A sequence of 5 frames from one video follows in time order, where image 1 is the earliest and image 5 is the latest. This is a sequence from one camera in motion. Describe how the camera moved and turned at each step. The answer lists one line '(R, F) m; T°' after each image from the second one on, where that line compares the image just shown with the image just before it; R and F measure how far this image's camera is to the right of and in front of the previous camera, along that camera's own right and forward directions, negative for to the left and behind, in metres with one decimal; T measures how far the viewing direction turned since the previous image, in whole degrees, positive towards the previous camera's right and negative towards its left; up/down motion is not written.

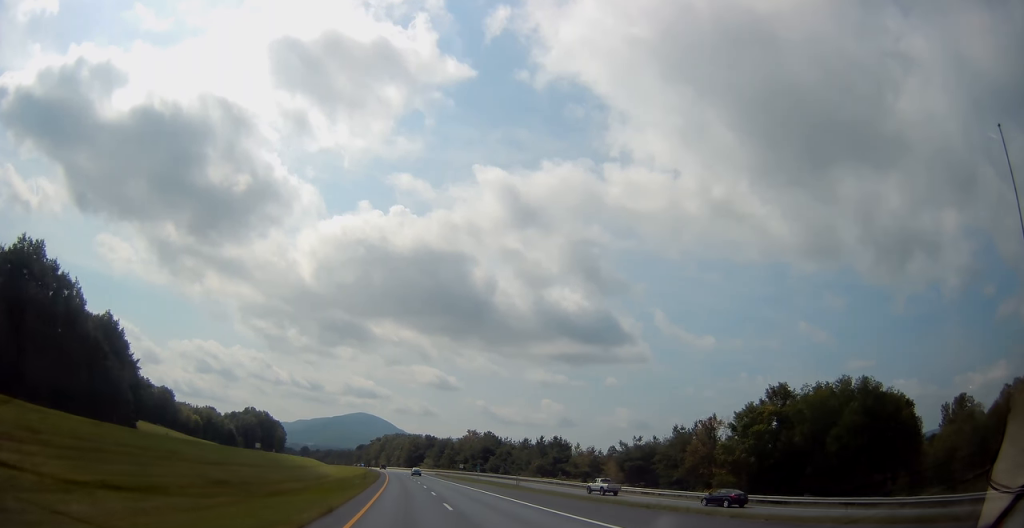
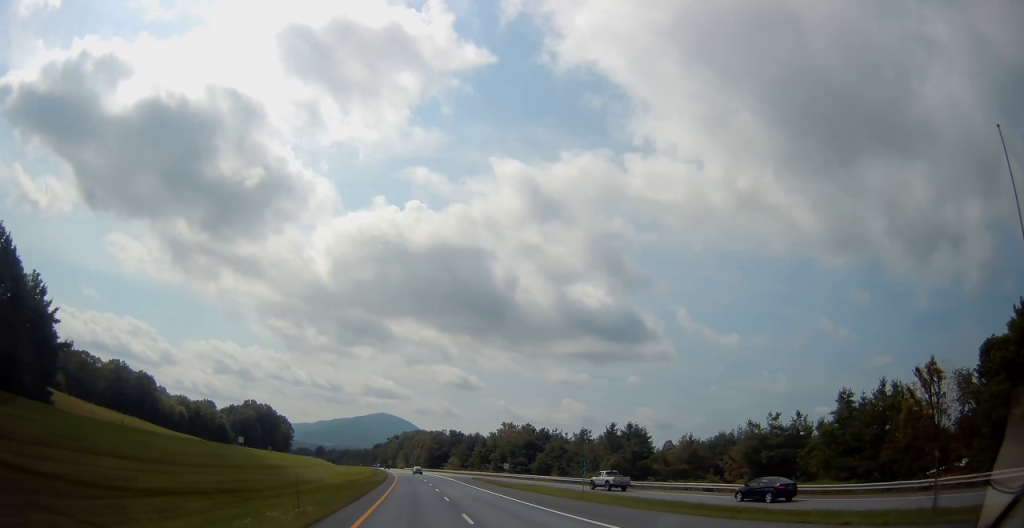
(-0.9, +42.9) m; -2°
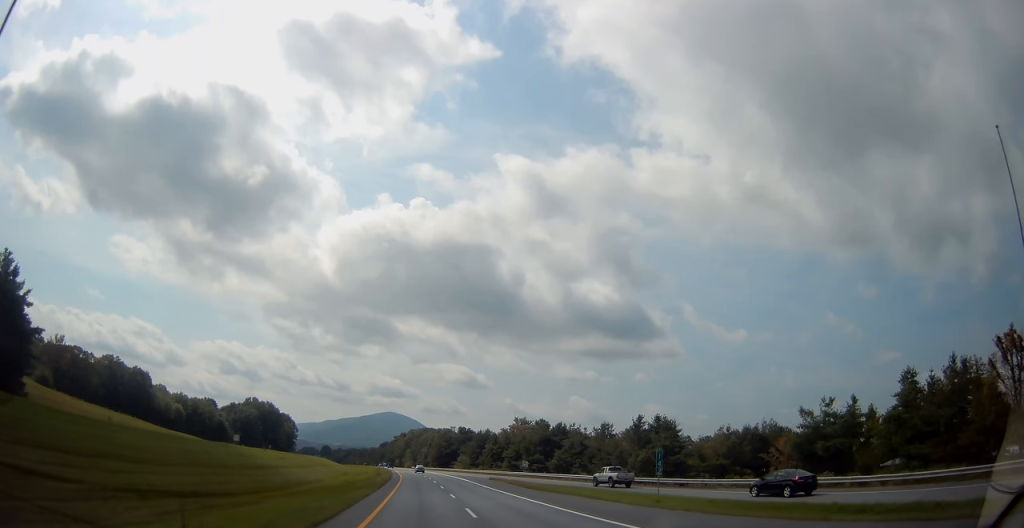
(0.0, +10.8) m; 0°
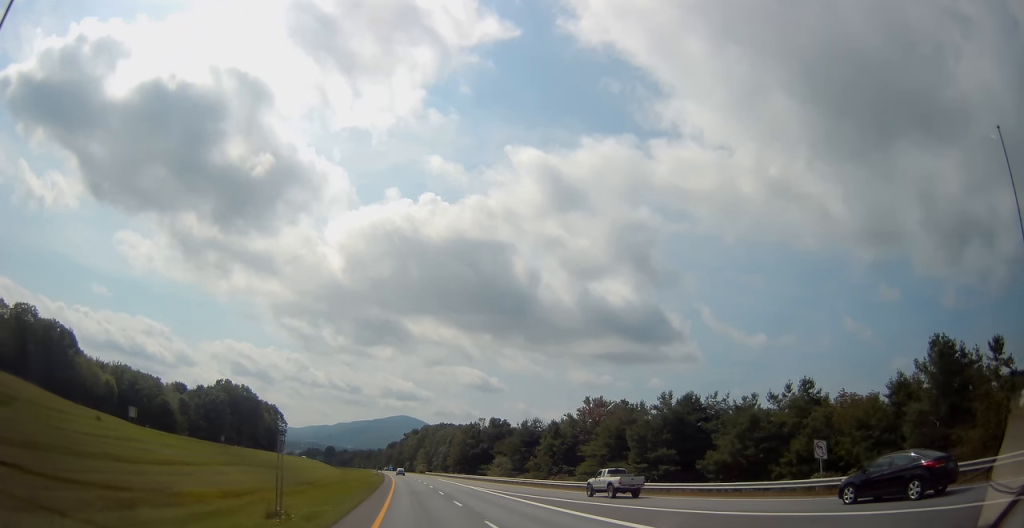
(-1.3, +67.3) m; -2°
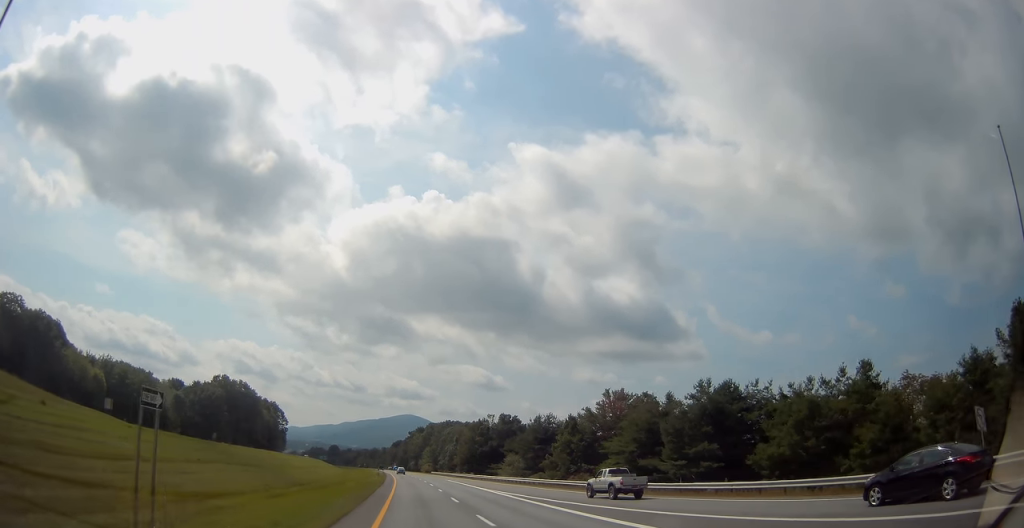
(-0.1, +10.0) m; 0°
